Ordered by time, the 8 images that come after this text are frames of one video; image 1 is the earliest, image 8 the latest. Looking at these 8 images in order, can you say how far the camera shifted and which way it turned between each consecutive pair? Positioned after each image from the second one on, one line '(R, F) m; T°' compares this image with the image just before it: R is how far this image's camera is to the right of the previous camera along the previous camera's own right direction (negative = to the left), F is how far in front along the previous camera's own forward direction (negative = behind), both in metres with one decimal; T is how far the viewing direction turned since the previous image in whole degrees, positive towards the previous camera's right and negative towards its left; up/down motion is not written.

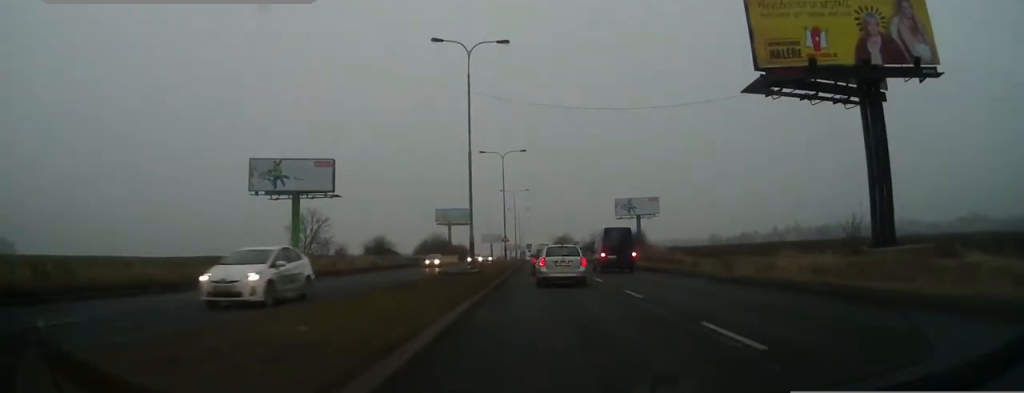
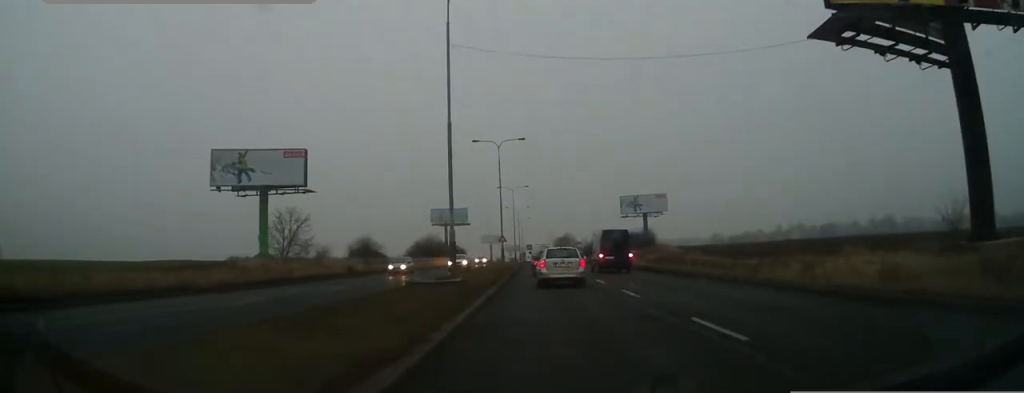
(-0.2, +8.4) m; -1°
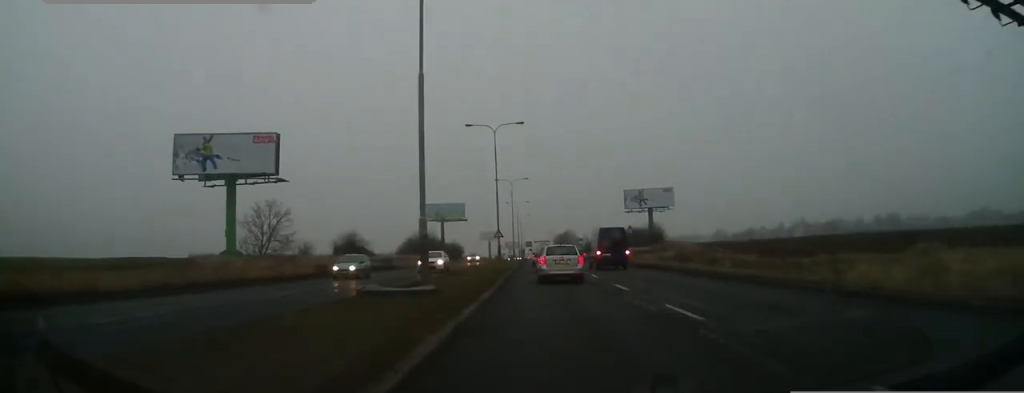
(-0.2, +7.0) m; -1°
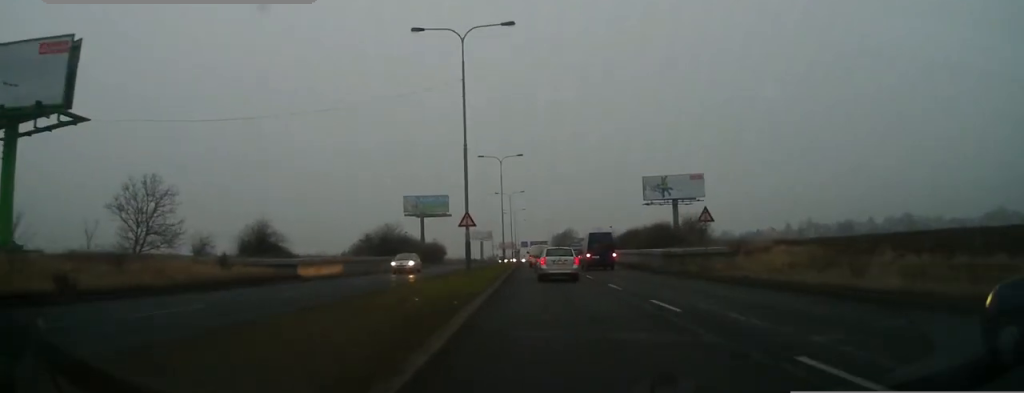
(+0.3, +25.5) m; +1°
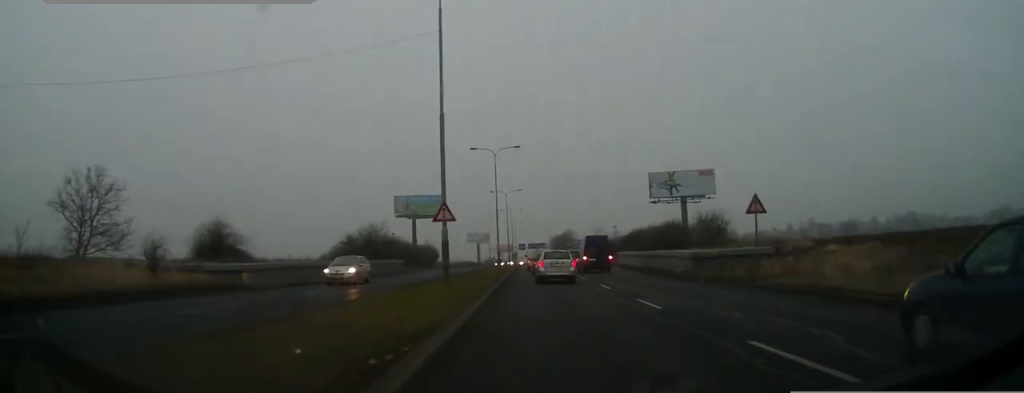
(0.0, +7.1) m; 0°
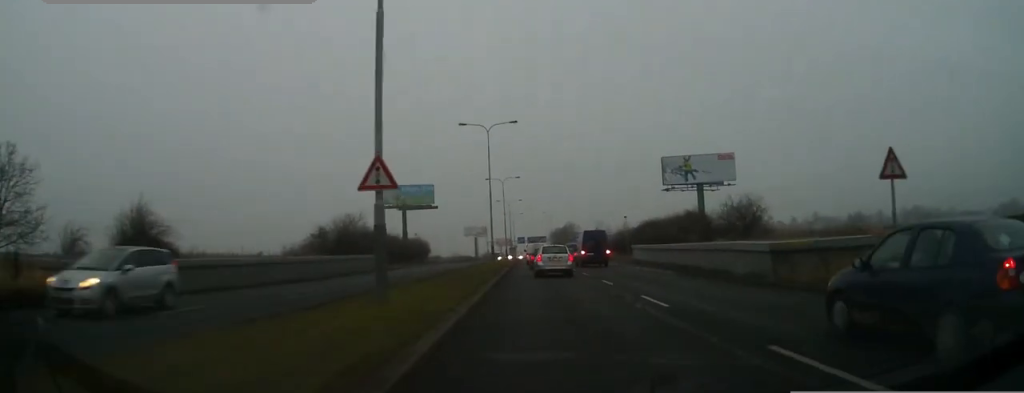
(0.0, +9.9) m; -1°
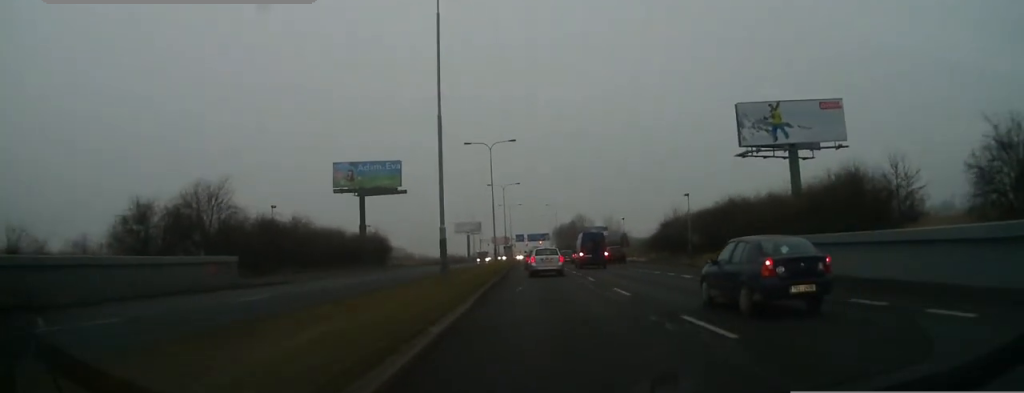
(-0.4, +31.6) m; 0°
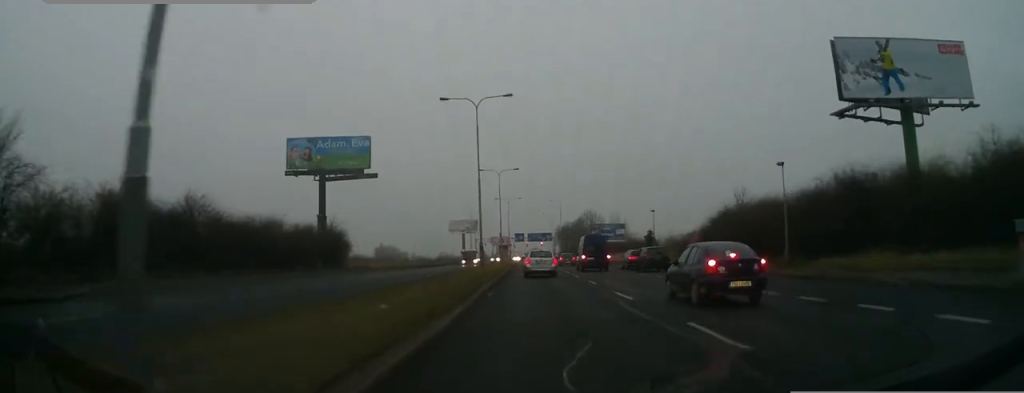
(+0.2, +18.4) m; +1°
